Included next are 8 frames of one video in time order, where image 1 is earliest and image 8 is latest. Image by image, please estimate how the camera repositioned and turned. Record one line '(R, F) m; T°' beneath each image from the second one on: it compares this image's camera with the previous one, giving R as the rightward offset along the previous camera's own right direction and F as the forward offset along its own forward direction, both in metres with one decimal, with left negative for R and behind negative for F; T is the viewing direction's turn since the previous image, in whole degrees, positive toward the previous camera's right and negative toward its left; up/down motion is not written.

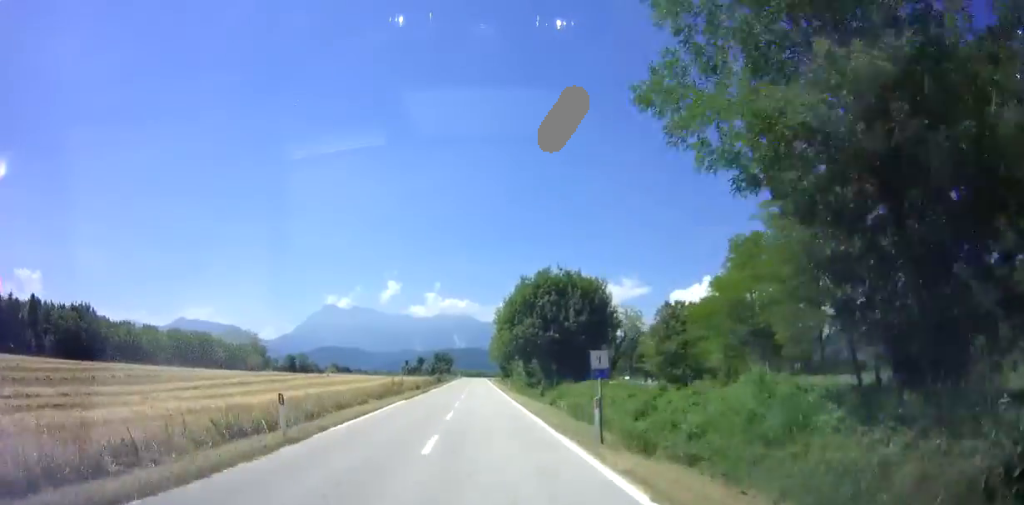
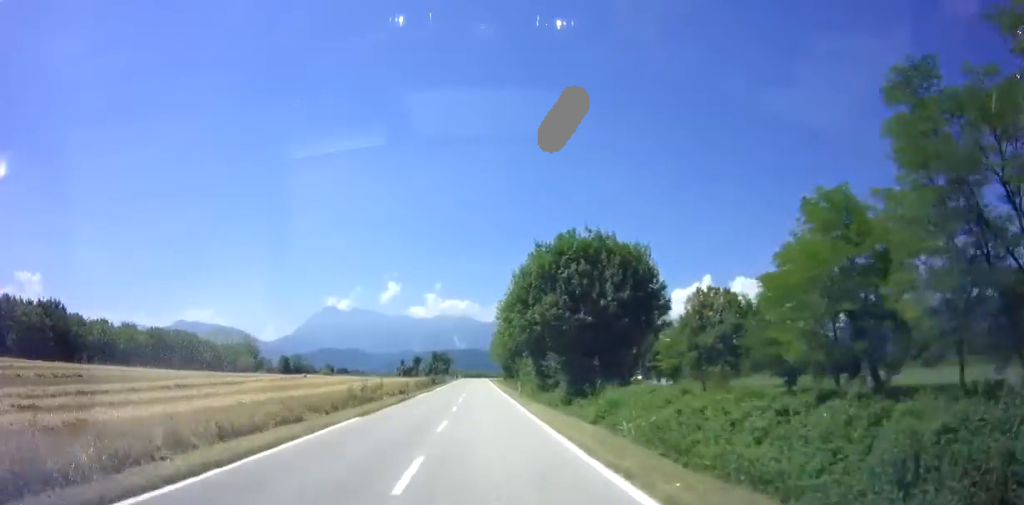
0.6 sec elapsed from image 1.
(+0.1, +10.6) m; +1°
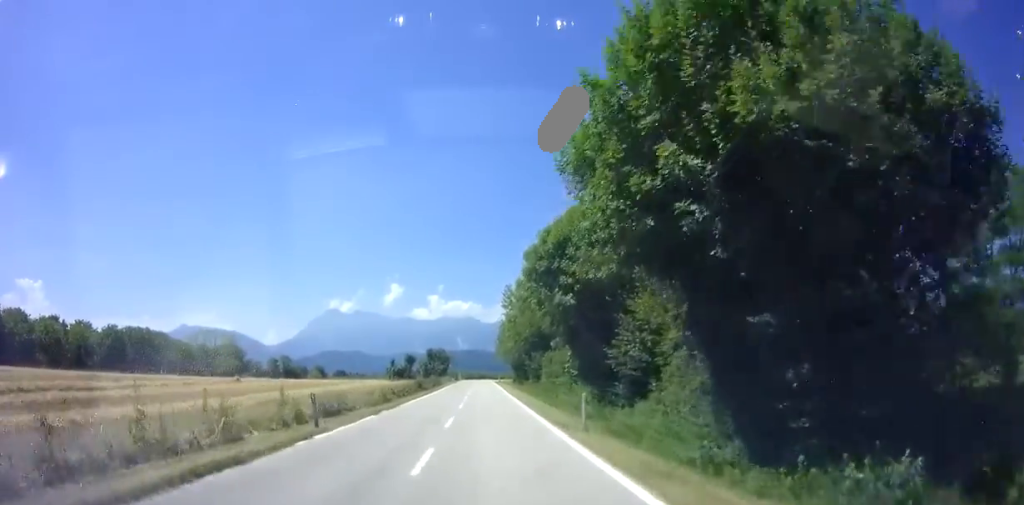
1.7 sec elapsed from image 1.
(+0.1, +20.7) m; -1°
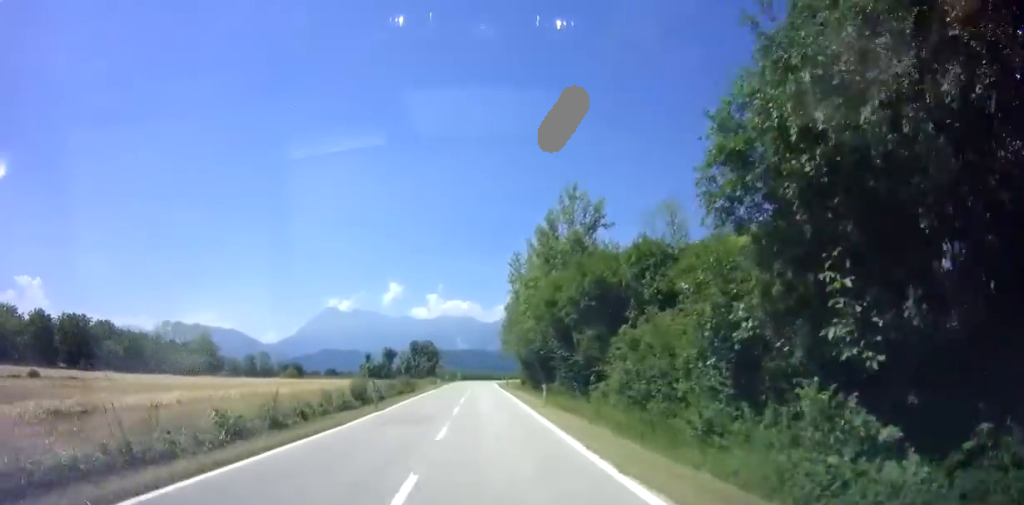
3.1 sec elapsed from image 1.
(-0.4, +25.6) m; -1°
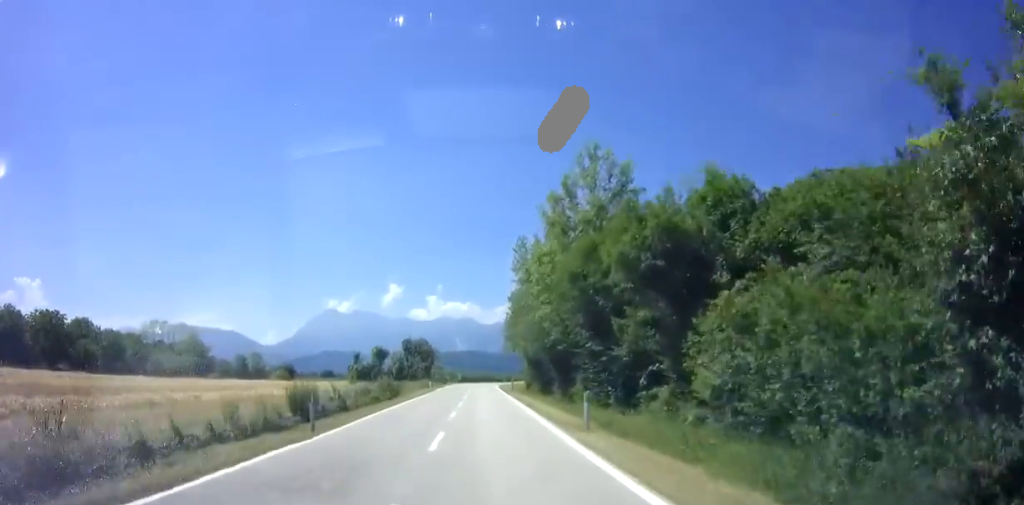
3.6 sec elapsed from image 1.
(0.0, +8.9) m; 0°
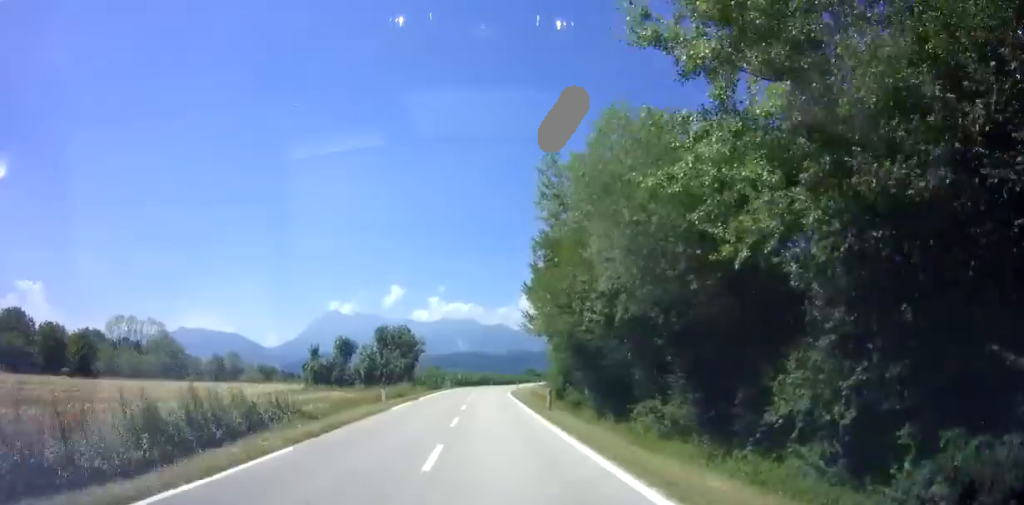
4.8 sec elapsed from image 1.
(+0.2, +24.0) m; +1°
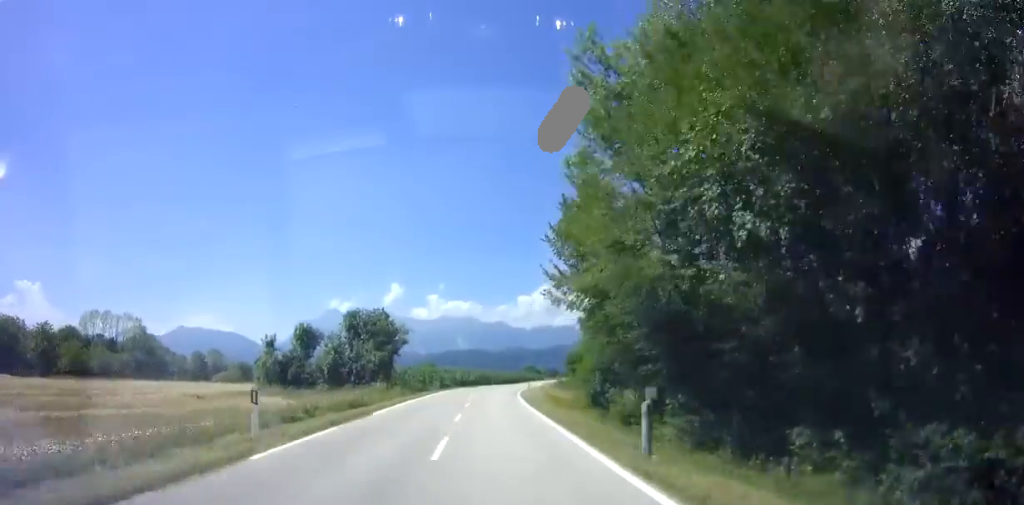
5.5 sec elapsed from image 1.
(+0.1, +14.5) m; +1°
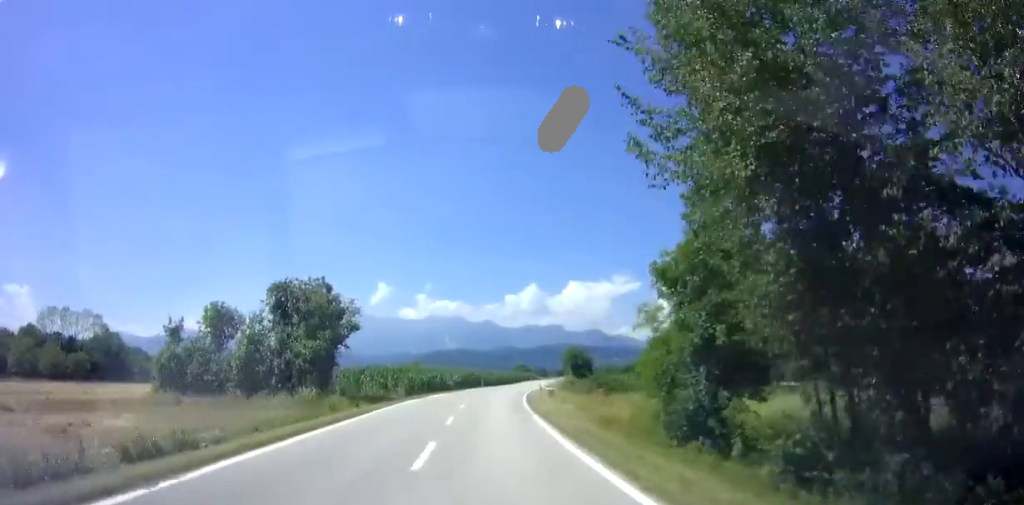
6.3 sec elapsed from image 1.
(+0.3, +15.5) m; +2°
